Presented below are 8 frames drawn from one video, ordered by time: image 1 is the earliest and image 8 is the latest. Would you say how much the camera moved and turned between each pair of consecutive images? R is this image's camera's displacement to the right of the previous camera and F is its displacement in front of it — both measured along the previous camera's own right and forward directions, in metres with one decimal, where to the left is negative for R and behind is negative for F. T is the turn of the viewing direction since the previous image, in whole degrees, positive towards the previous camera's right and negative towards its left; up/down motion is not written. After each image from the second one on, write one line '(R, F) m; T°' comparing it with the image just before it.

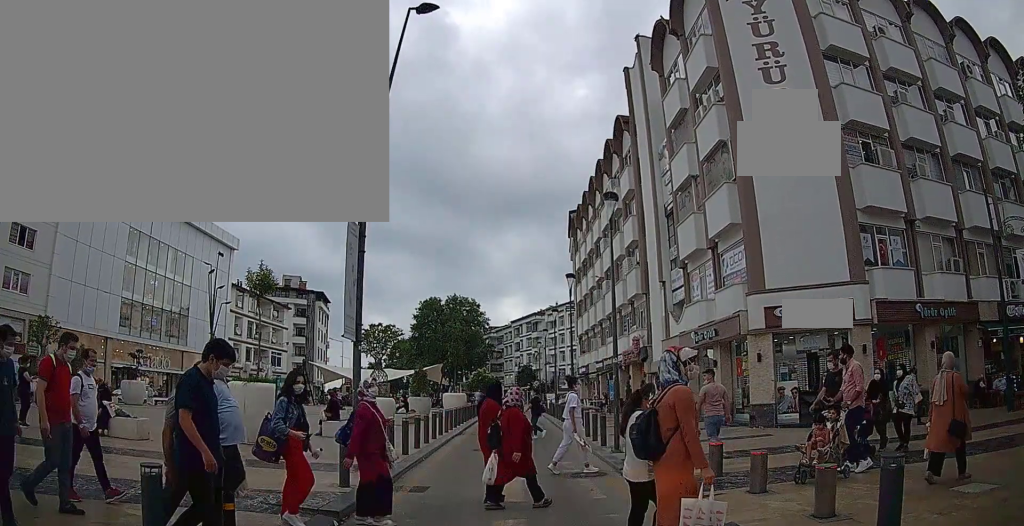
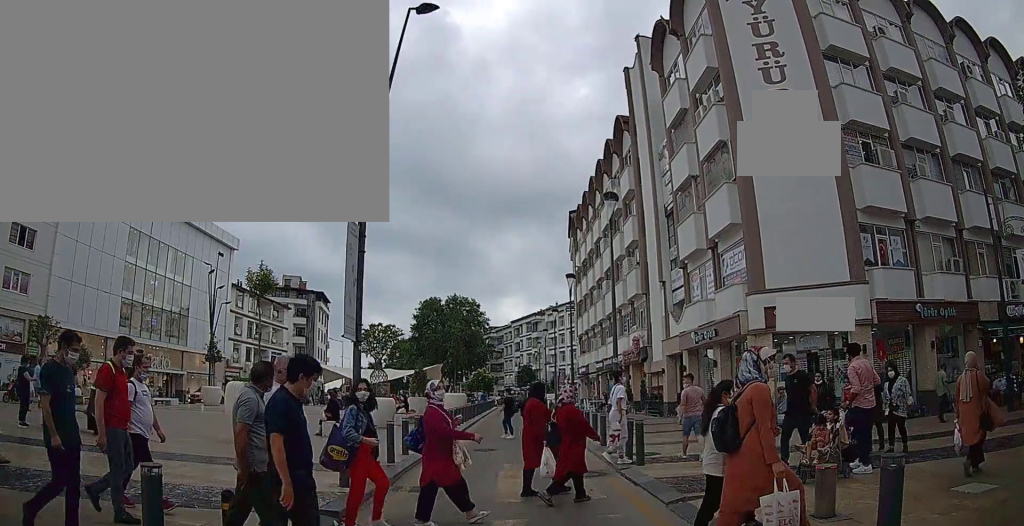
(0.0, 0.0) m; 0°
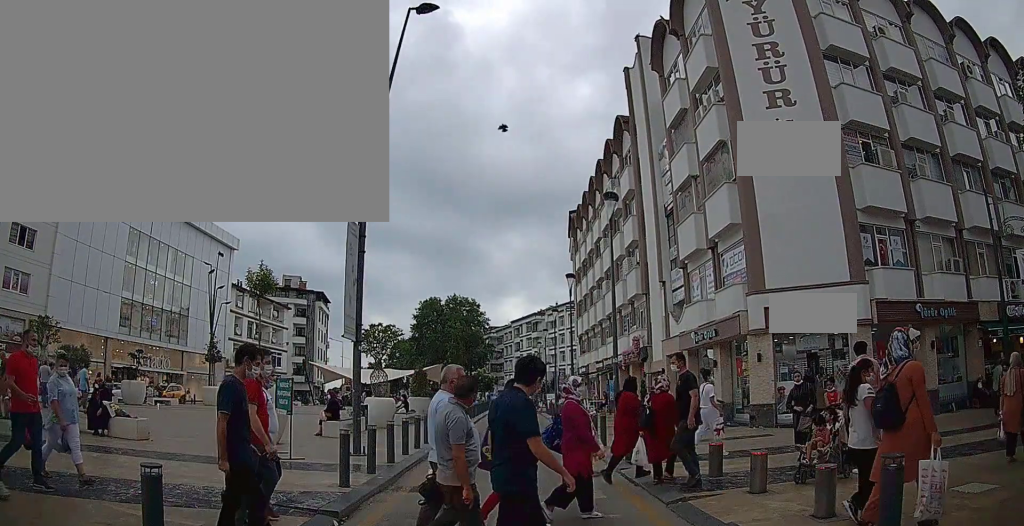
(0.0, 0.0) m; 0°
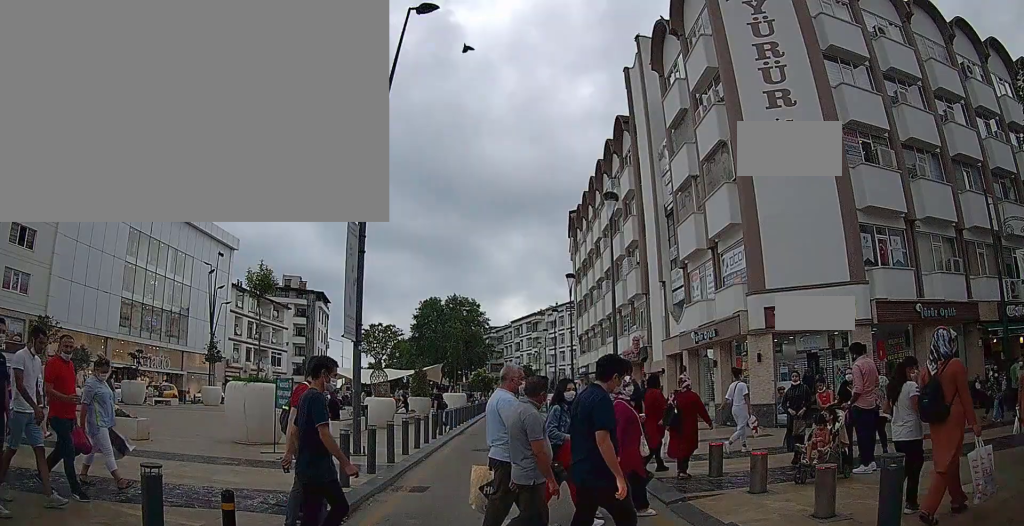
(0.0, 0.0) m; 0°
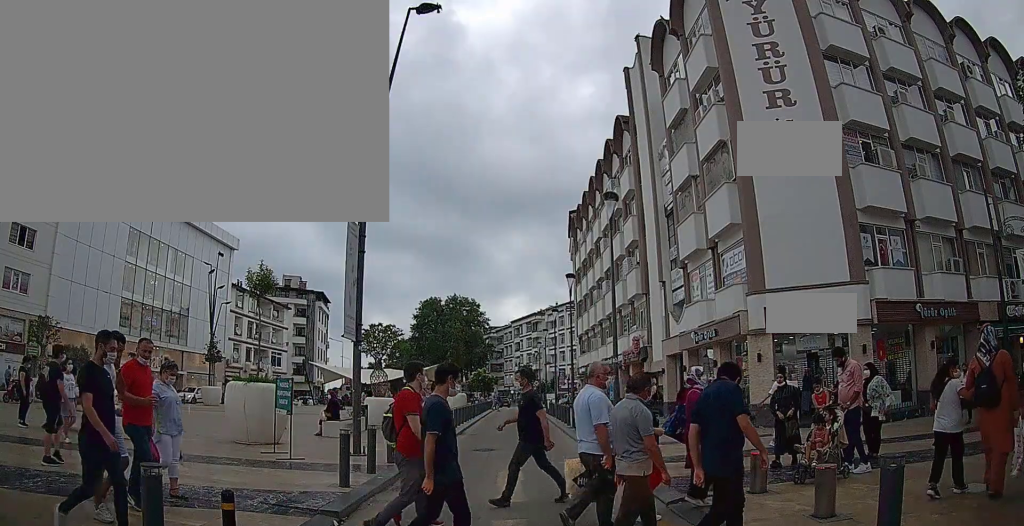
(0.0, 0.0) m; 0°
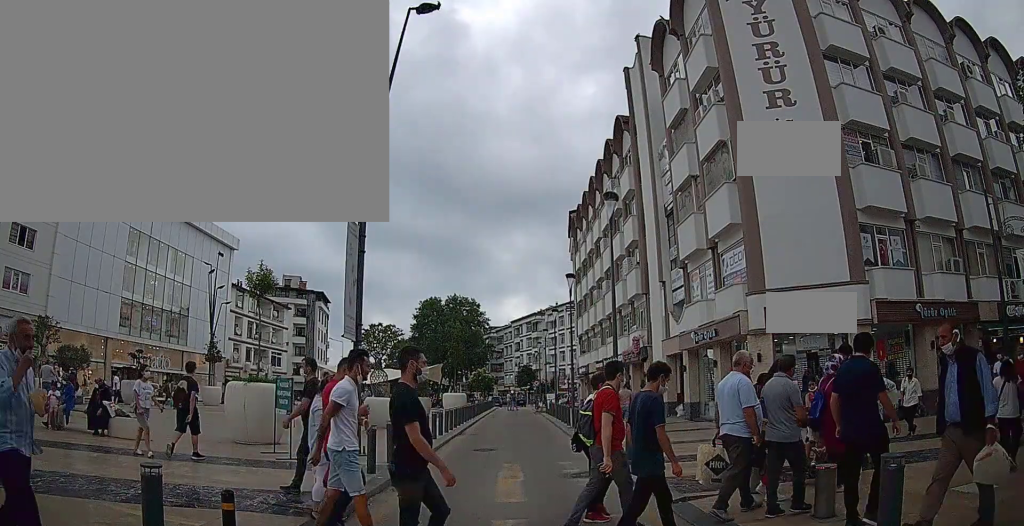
(0.0, 0.0) m; 0°
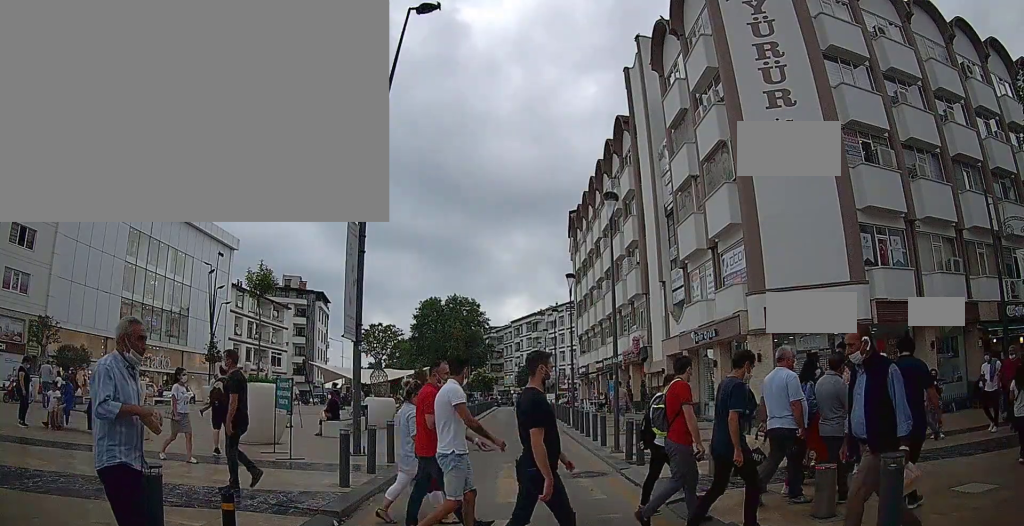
(0.0, 0.0) m; 0°
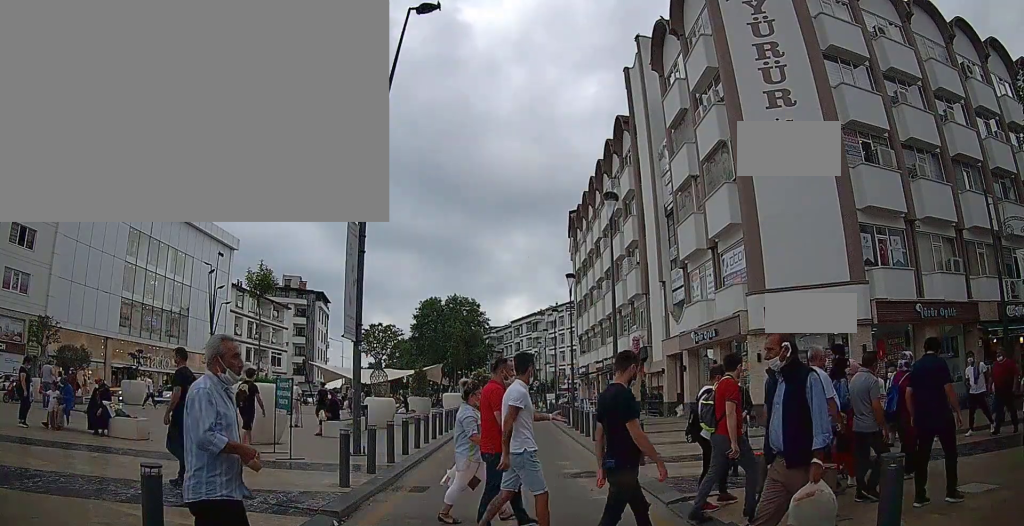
(0.0, 0.0) m; 0°
